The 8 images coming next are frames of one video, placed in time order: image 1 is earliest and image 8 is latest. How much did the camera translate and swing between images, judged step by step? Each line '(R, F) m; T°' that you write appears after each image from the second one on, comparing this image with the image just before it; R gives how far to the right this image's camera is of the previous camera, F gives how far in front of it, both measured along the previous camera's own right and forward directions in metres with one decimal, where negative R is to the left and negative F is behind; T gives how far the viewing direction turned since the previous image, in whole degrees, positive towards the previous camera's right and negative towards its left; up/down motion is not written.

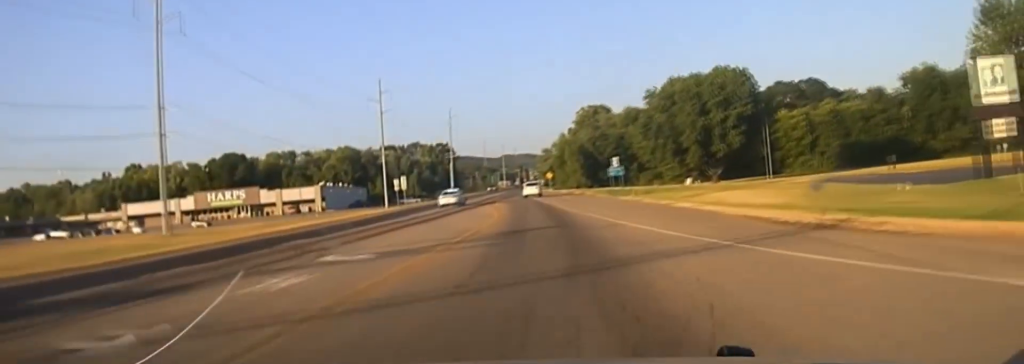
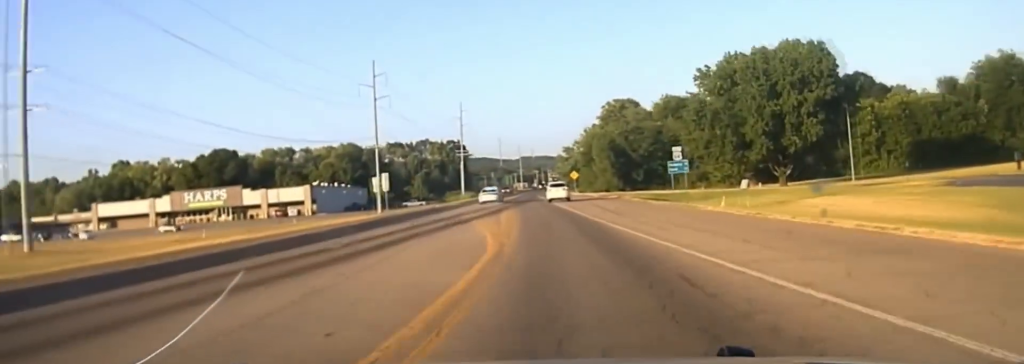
(-0.1, +22.1) m; -1°
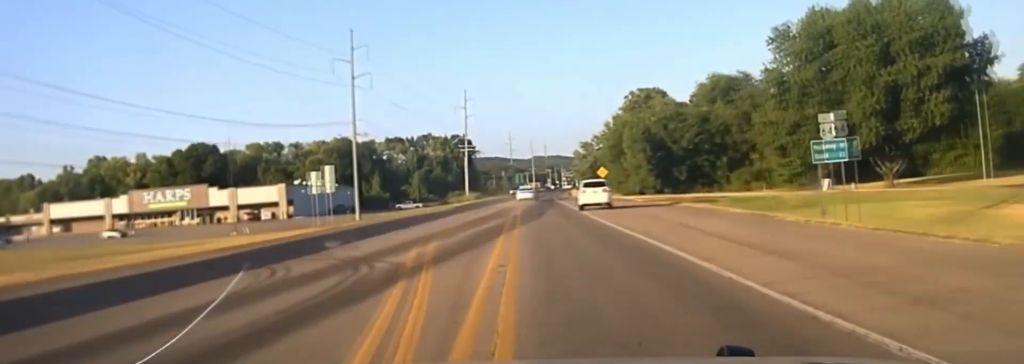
(-0.2, +23.1) m; -1°
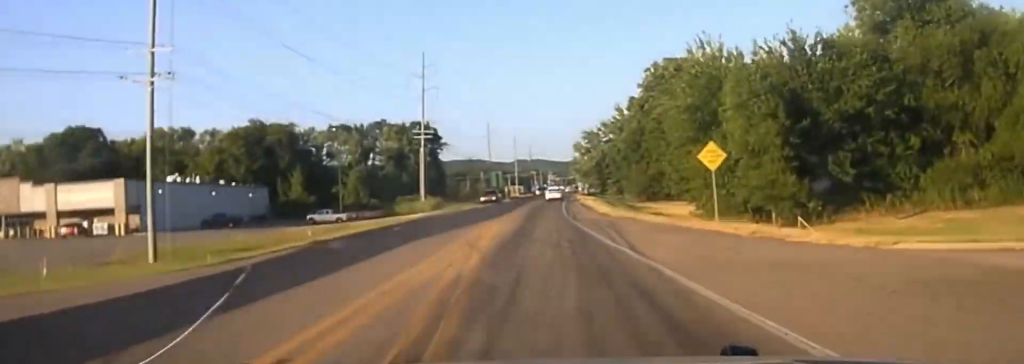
(-0.2, +56.9) m; +1°
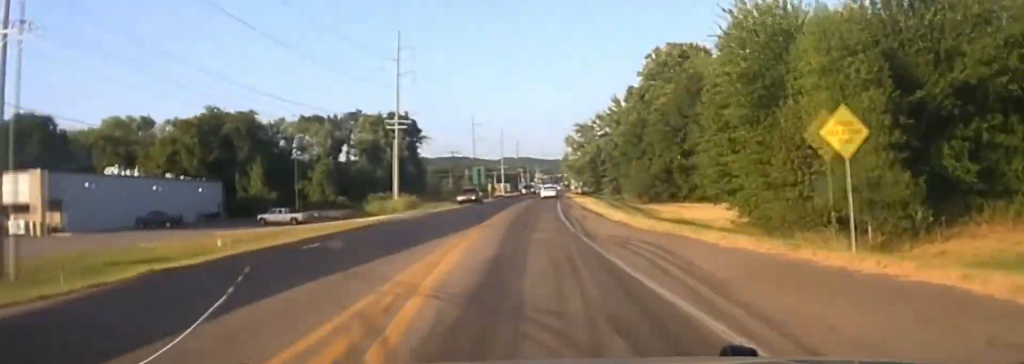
(-0.3, +16.8) m; +1°
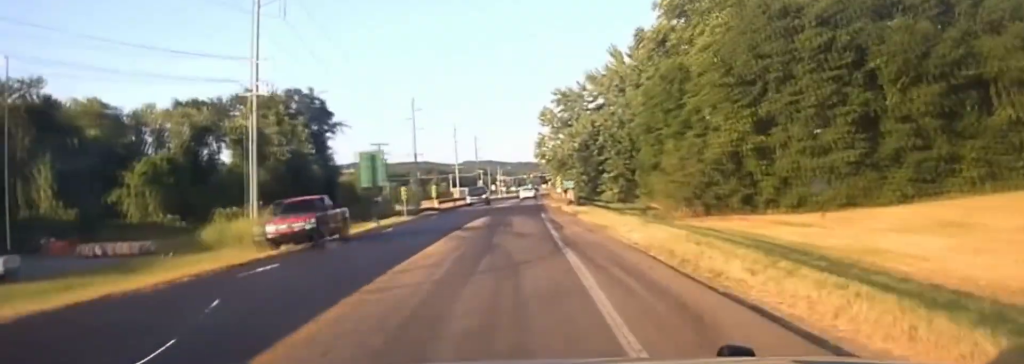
(+1.8, +52.7) m; +2°
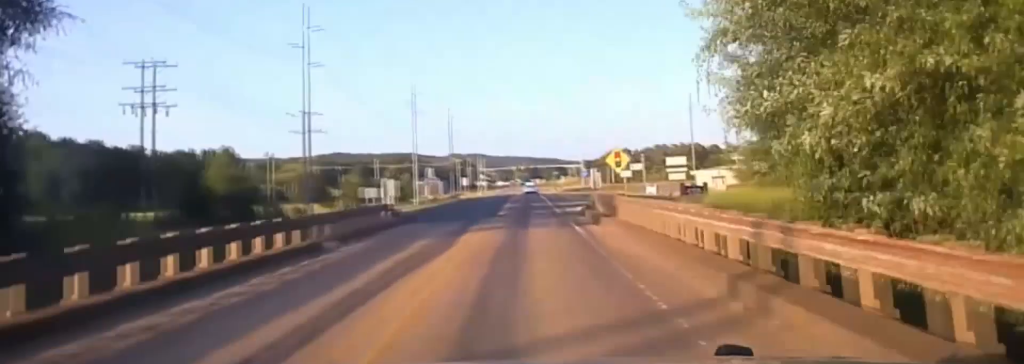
(+0.6, +83.3) m; +1°
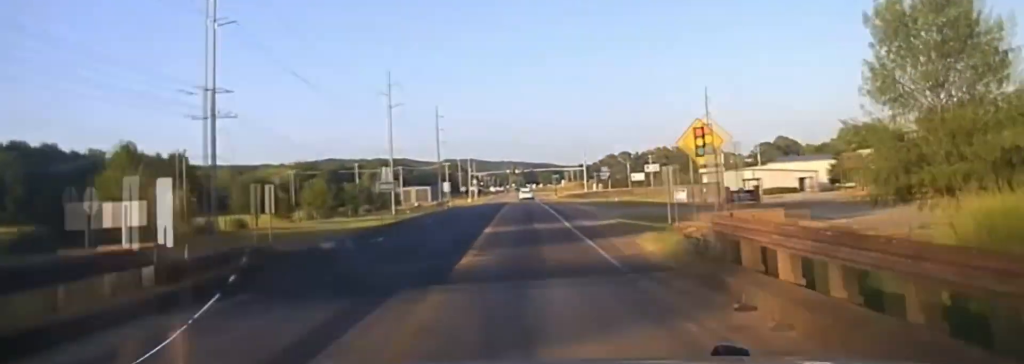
(0.0, +27.7) m; +1°
